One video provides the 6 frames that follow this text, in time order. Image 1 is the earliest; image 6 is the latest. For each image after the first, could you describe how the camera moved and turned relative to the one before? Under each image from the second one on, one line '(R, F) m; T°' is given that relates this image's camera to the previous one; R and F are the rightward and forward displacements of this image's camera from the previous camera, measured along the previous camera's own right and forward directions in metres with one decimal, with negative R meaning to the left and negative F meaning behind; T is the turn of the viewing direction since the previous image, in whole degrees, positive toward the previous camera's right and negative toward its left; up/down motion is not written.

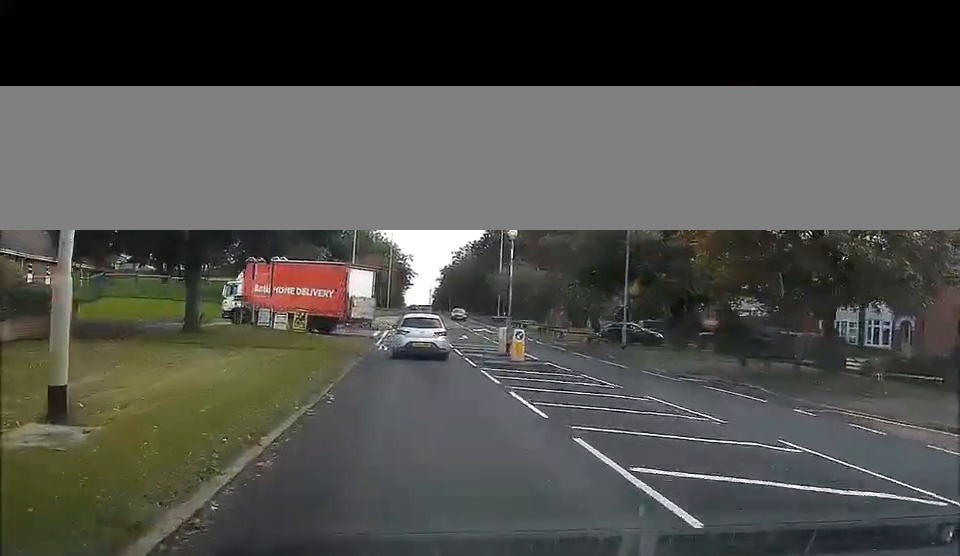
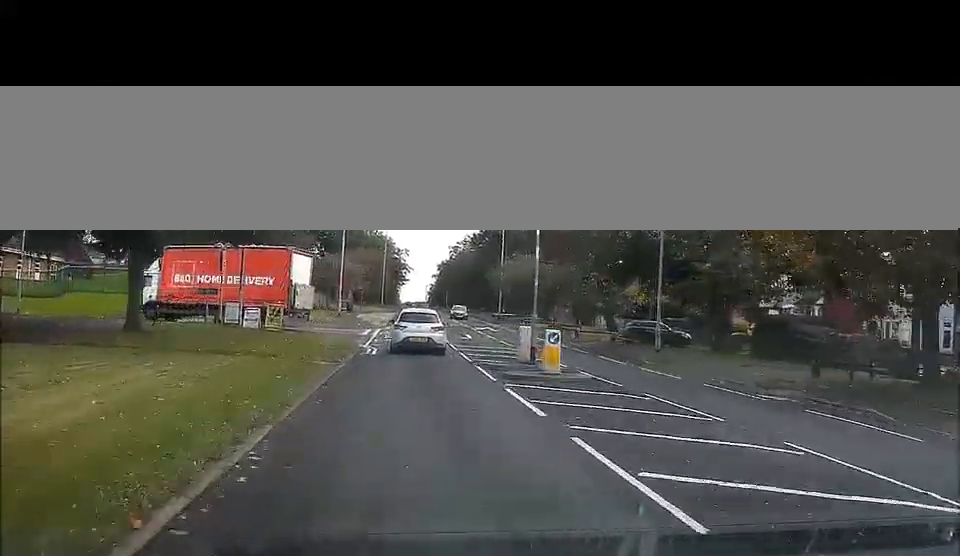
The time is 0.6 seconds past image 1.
(+0.2, +6.4) m; +1°
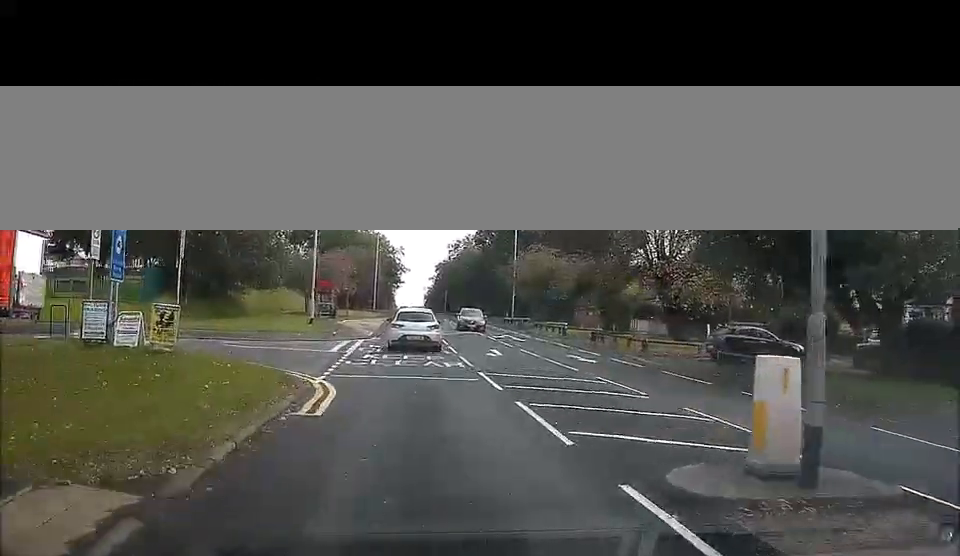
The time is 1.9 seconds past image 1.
(0.0, +14.6) m; +1°
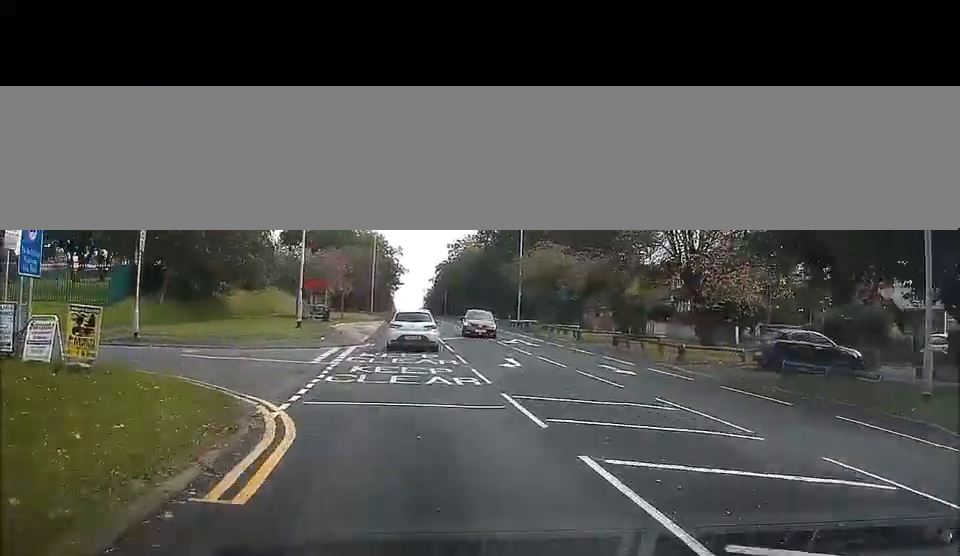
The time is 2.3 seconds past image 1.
(+0.2, +4.8) m; 0°
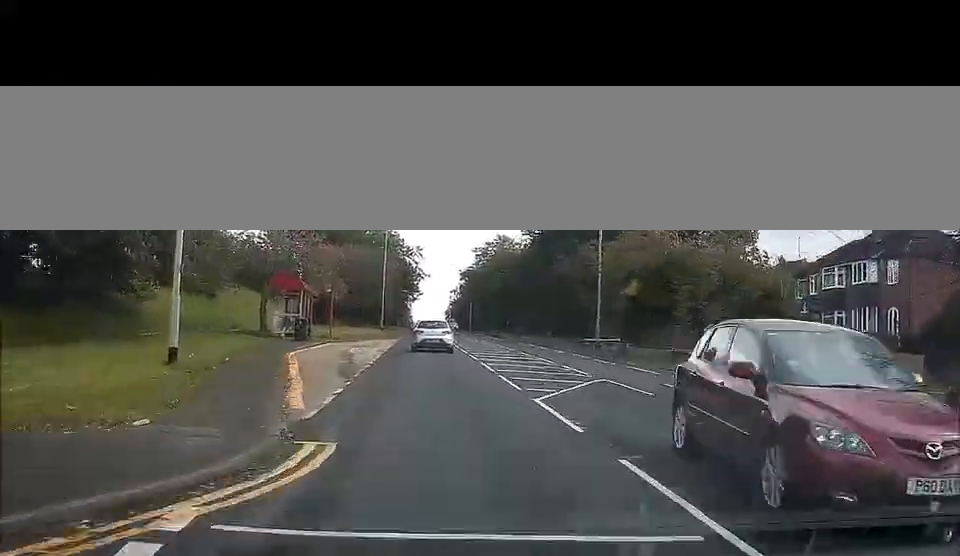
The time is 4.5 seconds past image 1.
(-0.7, +24.3) m; -2°
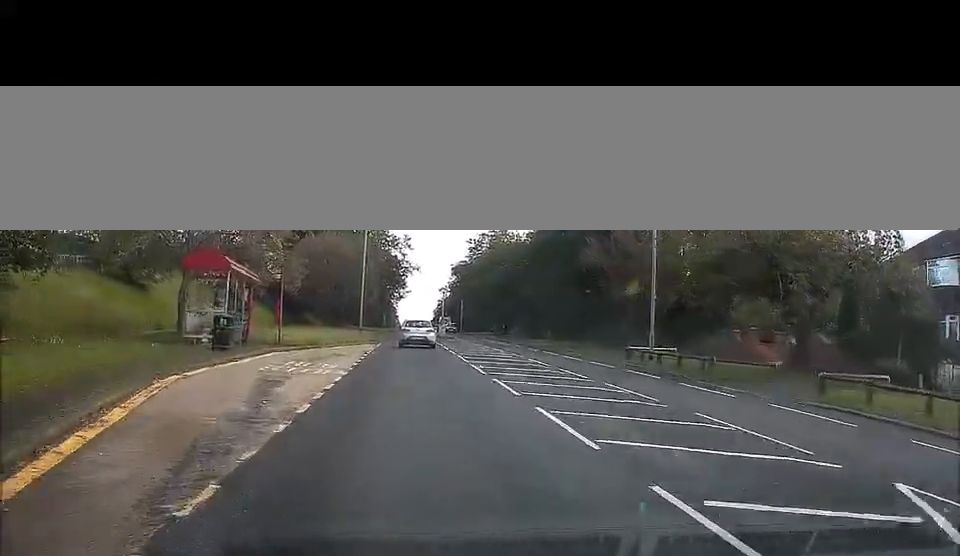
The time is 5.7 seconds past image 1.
(+0.3, +13.7) m; +2°
